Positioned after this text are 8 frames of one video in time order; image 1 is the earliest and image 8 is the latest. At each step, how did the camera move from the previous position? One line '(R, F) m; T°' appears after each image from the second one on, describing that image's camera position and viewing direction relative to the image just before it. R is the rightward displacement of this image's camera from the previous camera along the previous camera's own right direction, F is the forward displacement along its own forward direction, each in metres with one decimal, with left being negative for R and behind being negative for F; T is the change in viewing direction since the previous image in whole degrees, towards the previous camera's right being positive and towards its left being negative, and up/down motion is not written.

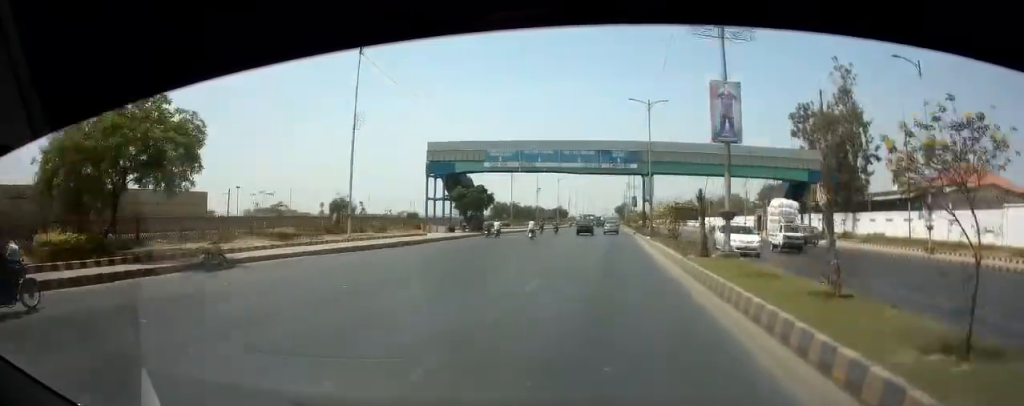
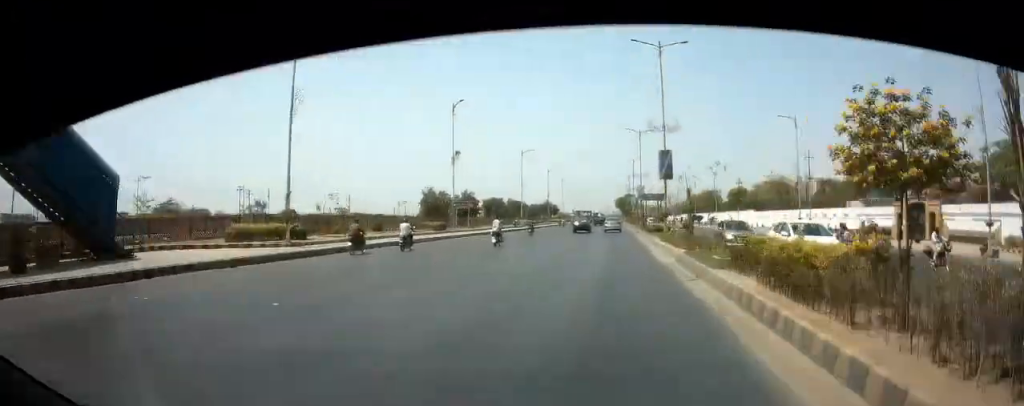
(+0.1, +59.4) m; 0°
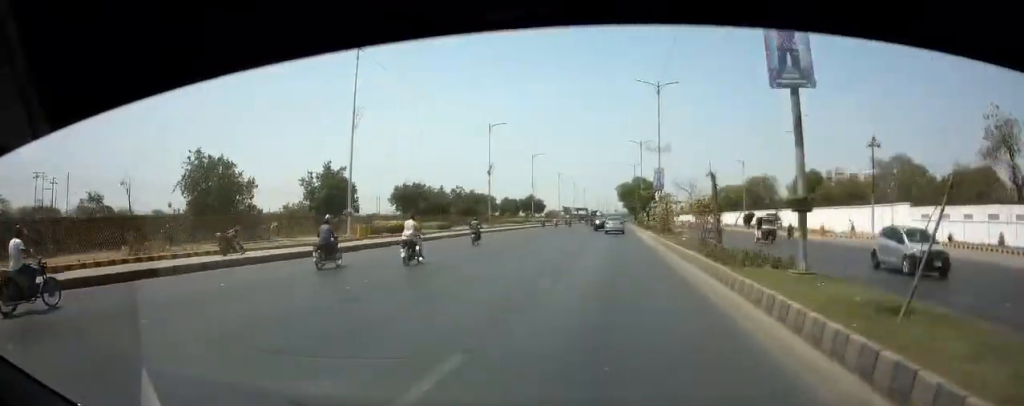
(-0.1, +62.3) m; 0°
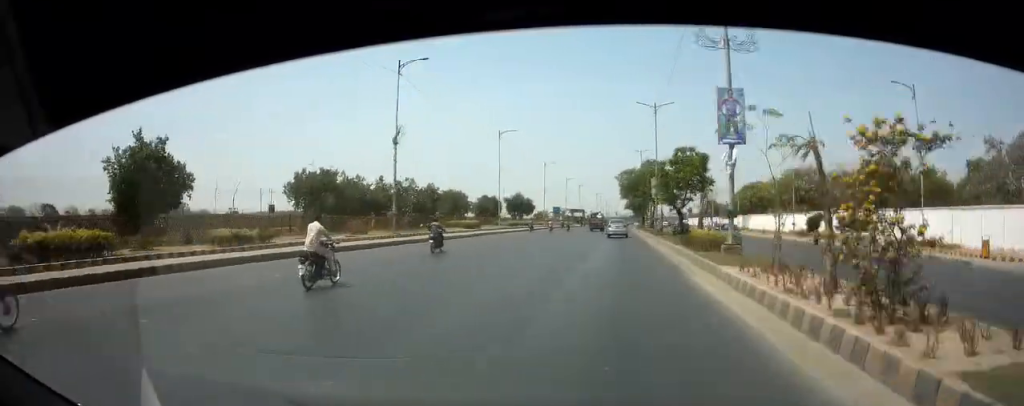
(0.0, +30.1) m; 0°
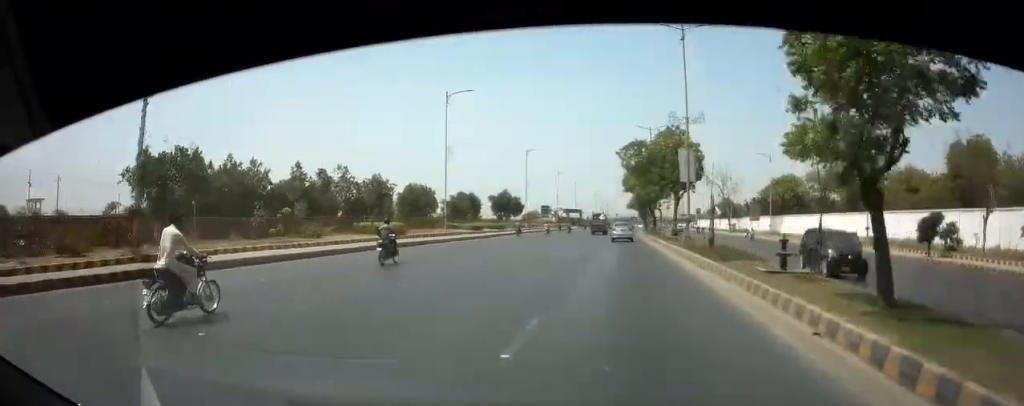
(0.0, +23.7) m; 0°
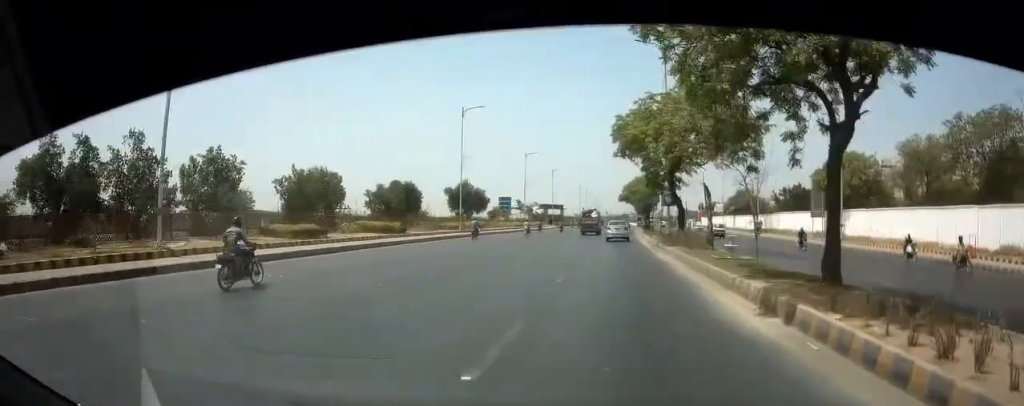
(0.0, +32.9) m; 0°
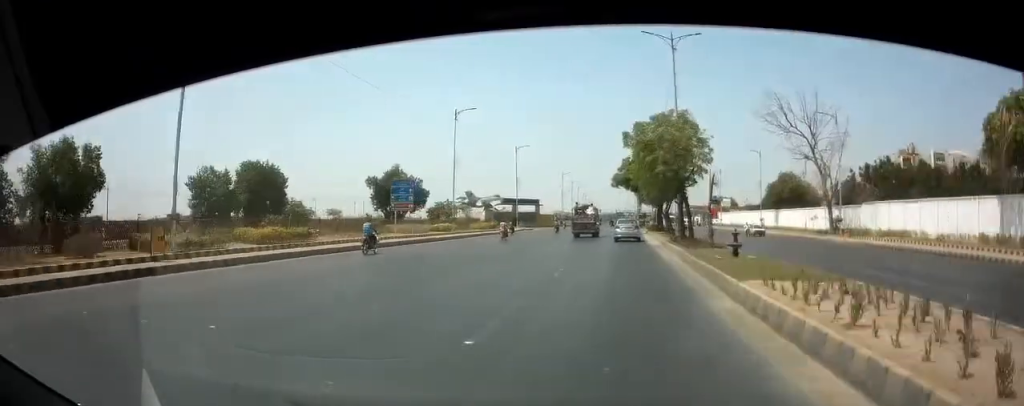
(+0.4, +38.9) m; +1°
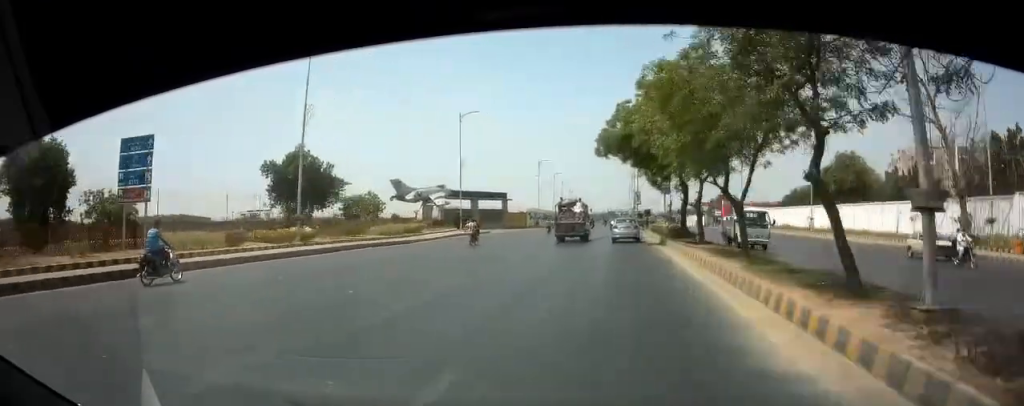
(+0.2, +27.8) m; +1°
